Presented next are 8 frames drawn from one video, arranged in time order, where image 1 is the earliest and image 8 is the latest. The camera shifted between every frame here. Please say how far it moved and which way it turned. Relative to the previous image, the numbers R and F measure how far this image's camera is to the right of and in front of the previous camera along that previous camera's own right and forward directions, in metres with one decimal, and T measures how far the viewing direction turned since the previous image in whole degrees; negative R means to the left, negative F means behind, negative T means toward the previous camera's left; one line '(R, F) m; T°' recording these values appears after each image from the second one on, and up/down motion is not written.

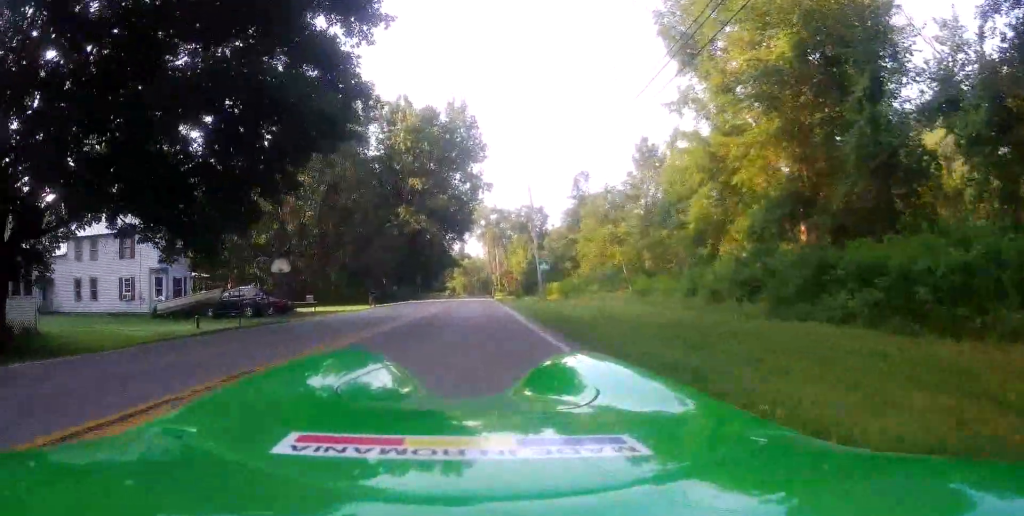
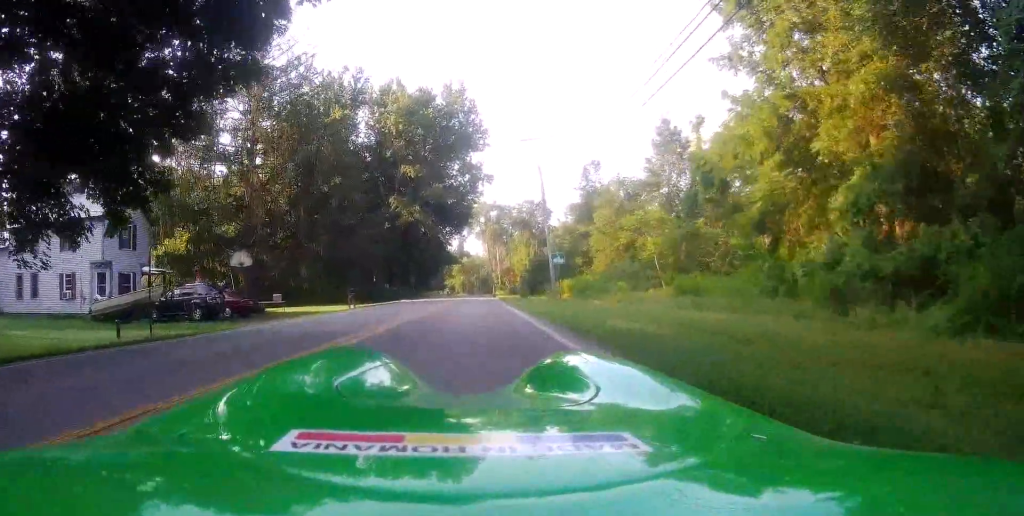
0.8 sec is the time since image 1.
(-0.1, +7.4) m; 0°
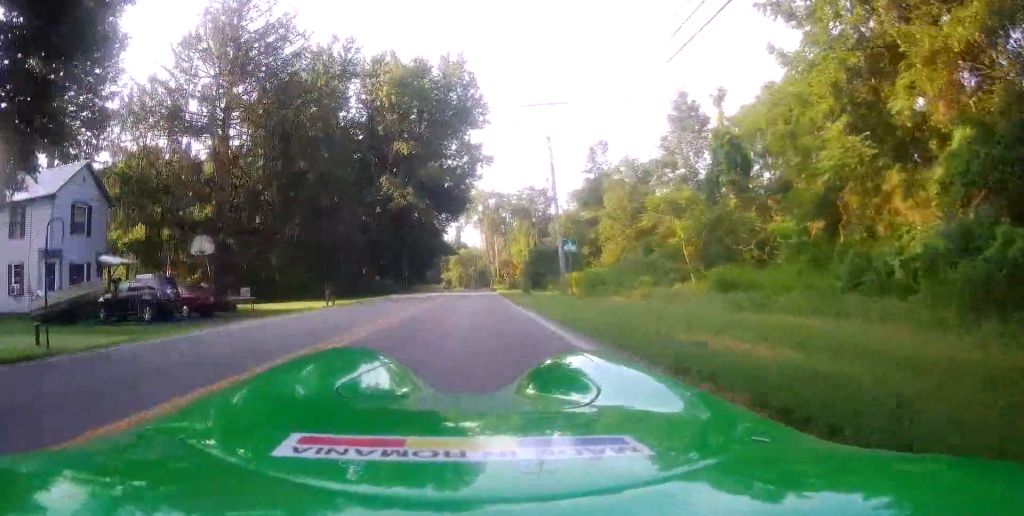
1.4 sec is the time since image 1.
(+0.3, +4.6) m; -1°
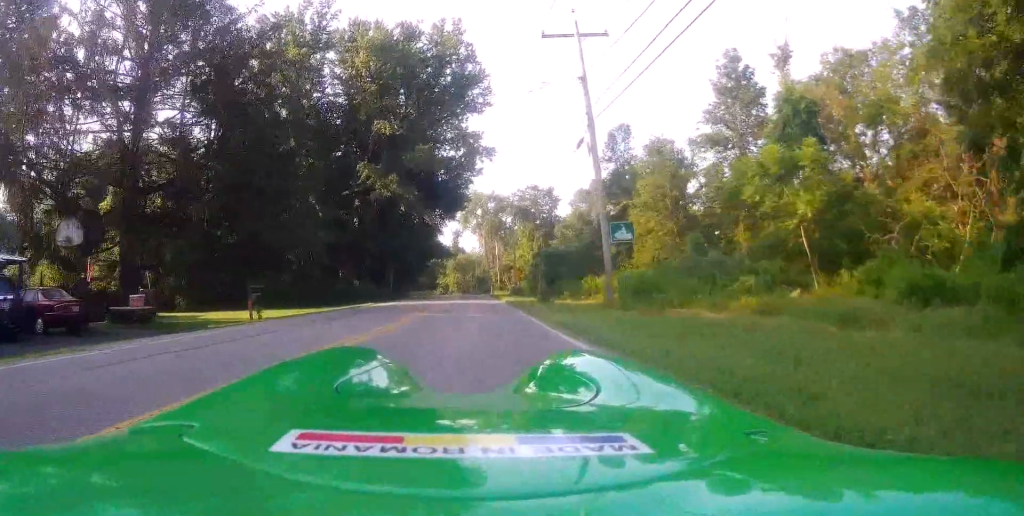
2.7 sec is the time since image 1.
(-0.7, +10.9) m; -3°
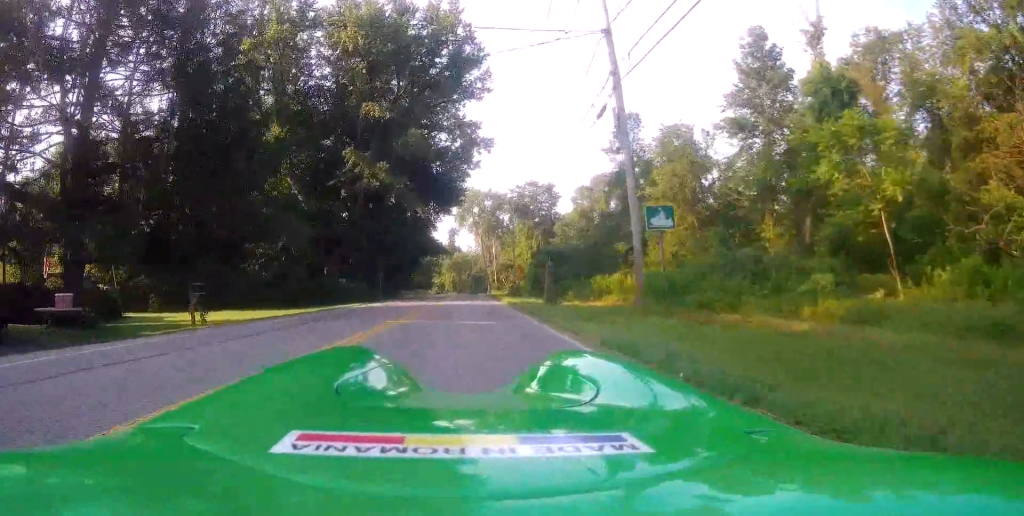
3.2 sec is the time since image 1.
(+0.2, +4.1) m; 0°
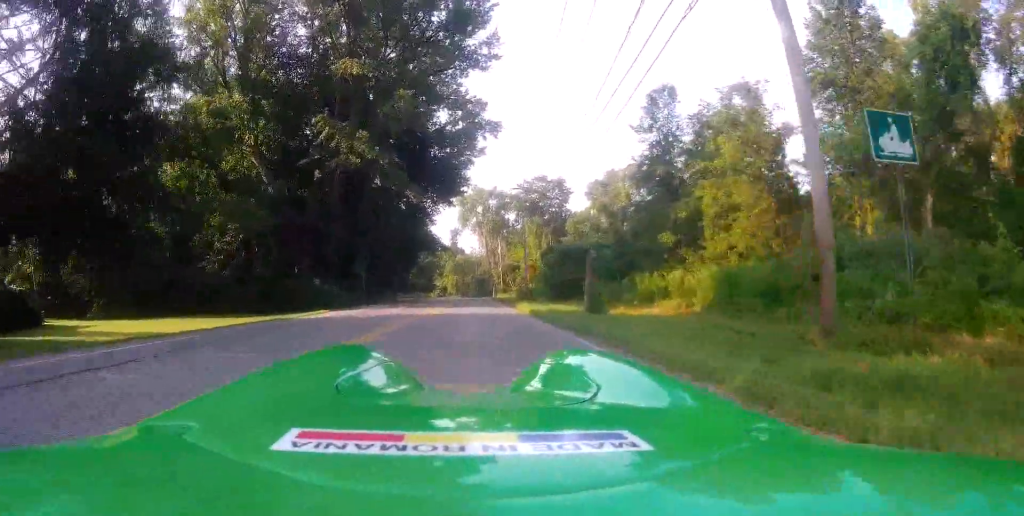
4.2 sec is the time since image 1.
(-0.1, +8.6) m; -2°
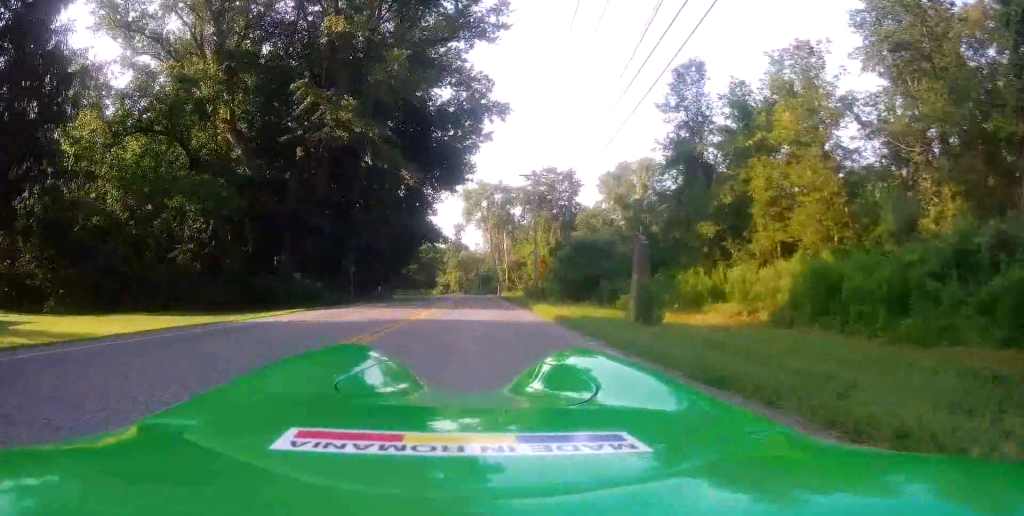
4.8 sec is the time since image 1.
(-0.1, +5.1) m; -1°
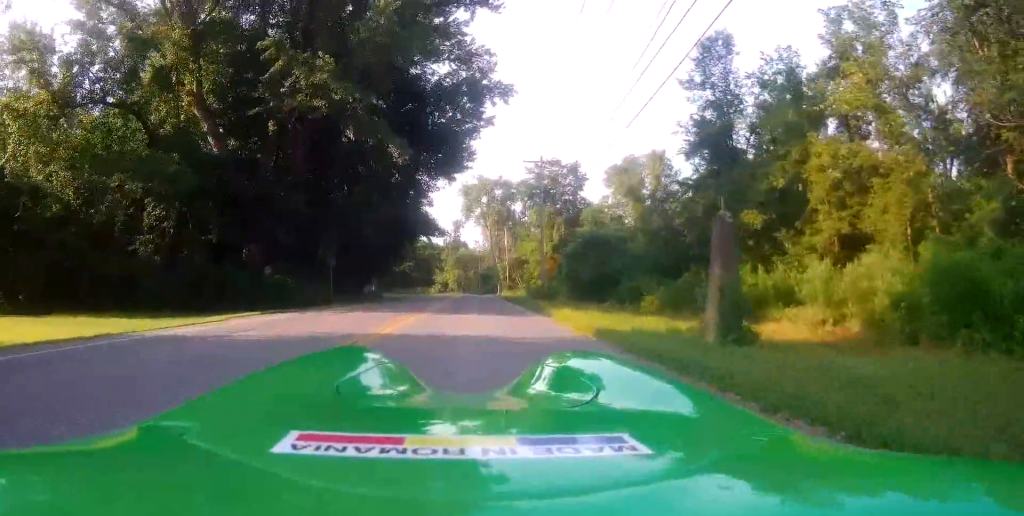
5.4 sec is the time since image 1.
(0.0, +4.3) m; +1°
